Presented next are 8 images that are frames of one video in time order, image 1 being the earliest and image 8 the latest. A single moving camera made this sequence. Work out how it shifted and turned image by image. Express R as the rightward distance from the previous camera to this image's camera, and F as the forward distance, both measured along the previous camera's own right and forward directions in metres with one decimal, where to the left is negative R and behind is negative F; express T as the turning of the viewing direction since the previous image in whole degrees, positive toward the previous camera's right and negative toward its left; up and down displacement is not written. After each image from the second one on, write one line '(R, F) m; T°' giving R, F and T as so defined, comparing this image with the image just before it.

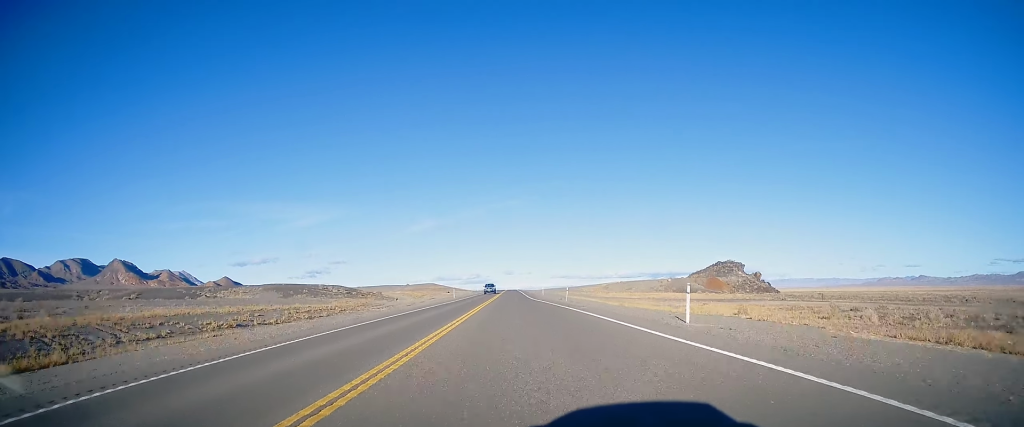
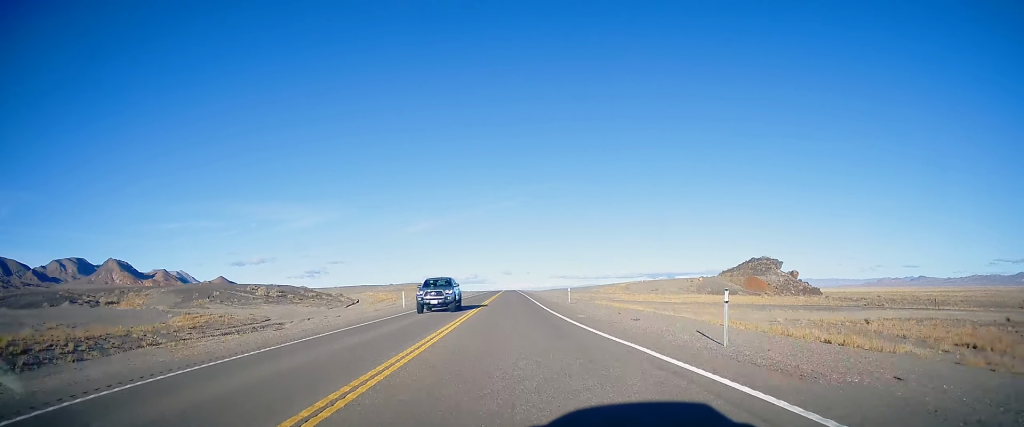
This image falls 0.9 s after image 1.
(-0.1, +36.6) m; 0°
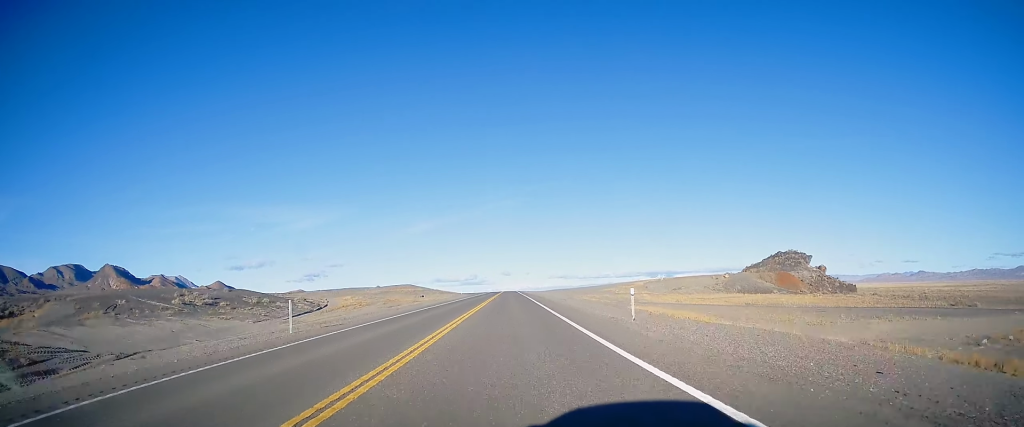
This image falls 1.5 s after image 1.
(+0.4, +22.3) m; 0°
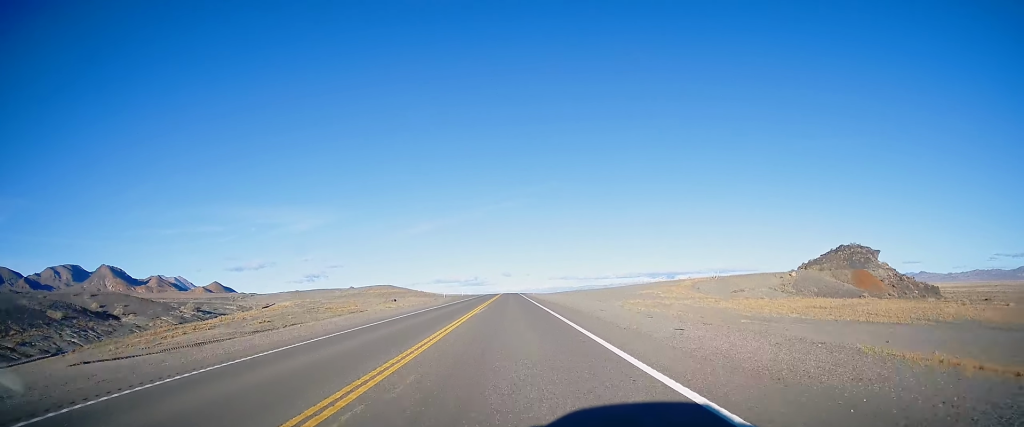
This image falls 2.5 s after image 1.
(-0.1, +38.0) m; 0°
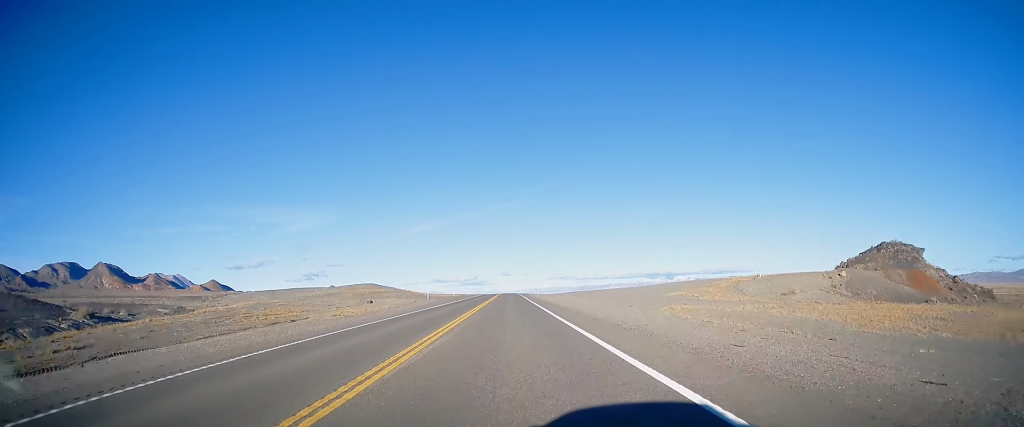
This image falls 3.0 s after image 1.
(0.0, +19.7) m; 0°
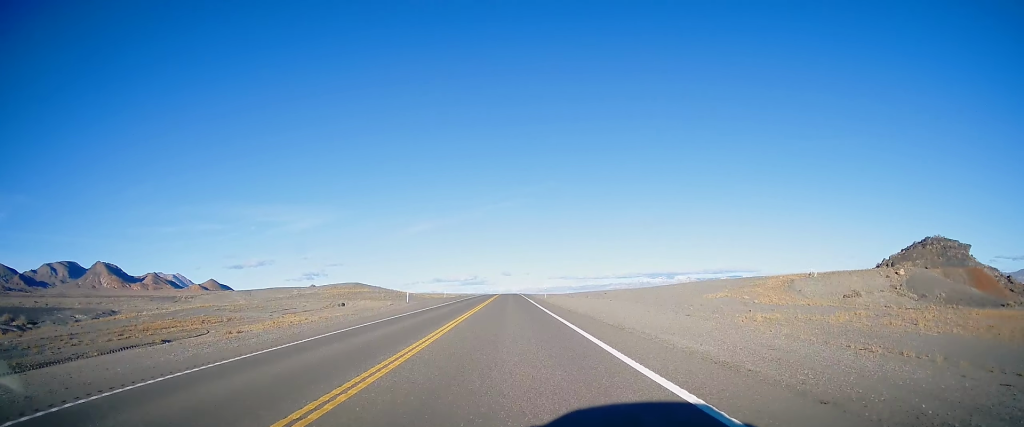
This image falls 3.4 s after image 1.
(+0.1, +17.0) m; 0°
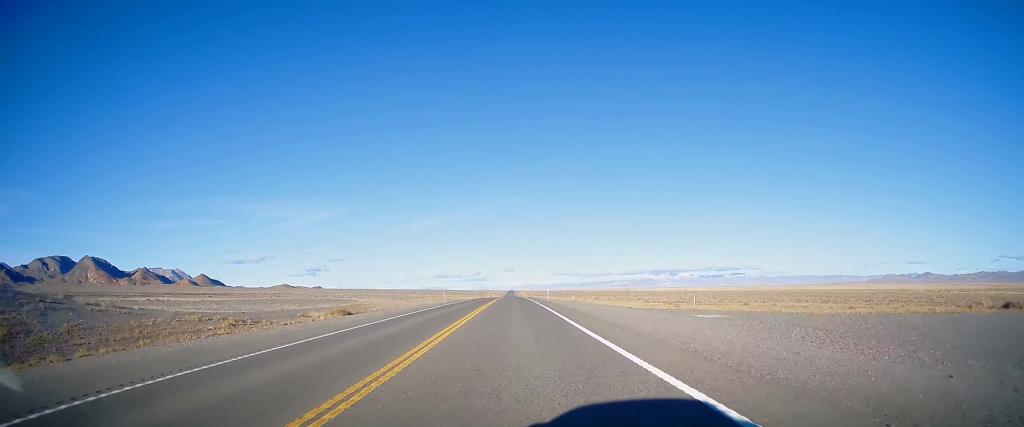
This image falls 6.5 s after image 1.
(-0.7, +121.2) m; 0°
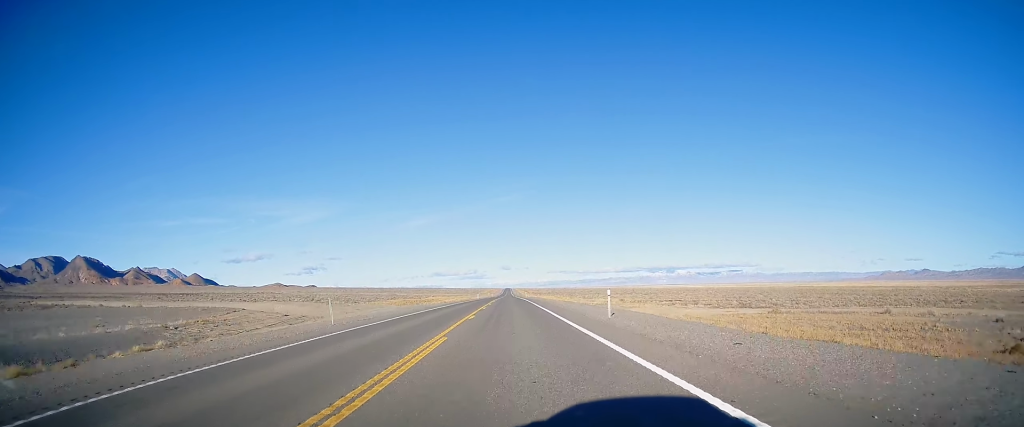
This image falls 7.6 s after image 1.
(+0.8, +42.9) m; 0°
